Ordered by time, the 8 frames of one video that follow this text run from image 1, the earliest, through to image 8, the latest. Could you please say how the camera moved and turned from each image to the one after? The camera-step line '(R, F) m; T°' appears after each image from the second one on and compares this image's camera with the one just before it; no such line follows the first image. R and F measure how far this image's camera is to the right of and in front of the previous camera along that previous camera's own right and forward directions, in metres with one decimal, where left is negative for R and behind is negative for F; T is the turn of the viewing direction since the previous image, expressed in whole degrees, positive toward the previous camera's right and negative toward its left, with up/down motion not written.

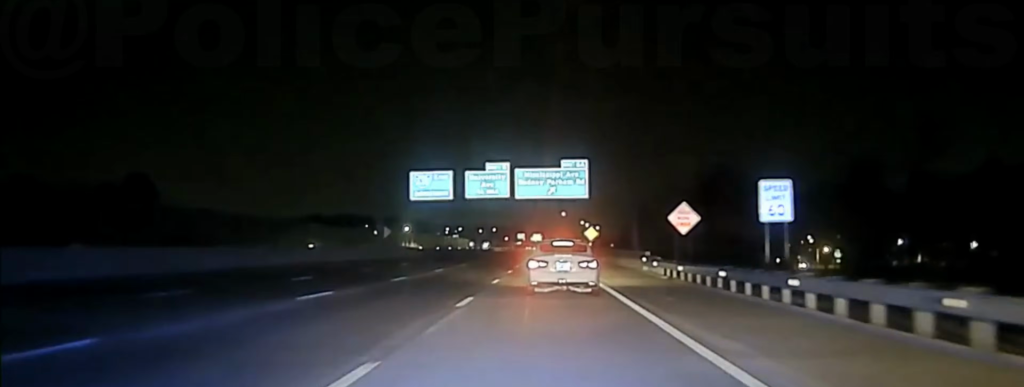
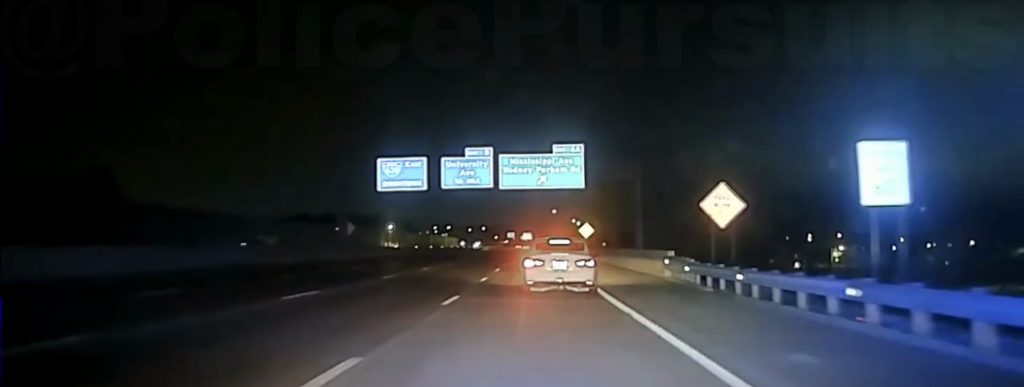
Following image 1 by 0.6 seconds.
(0.0, +11.6) m; +1°
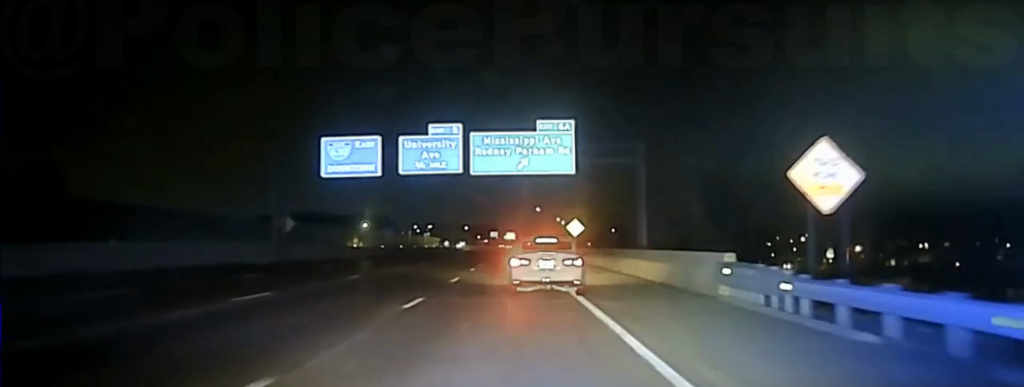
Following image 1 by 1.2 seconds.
(+0.3, +12.9) m; +1°
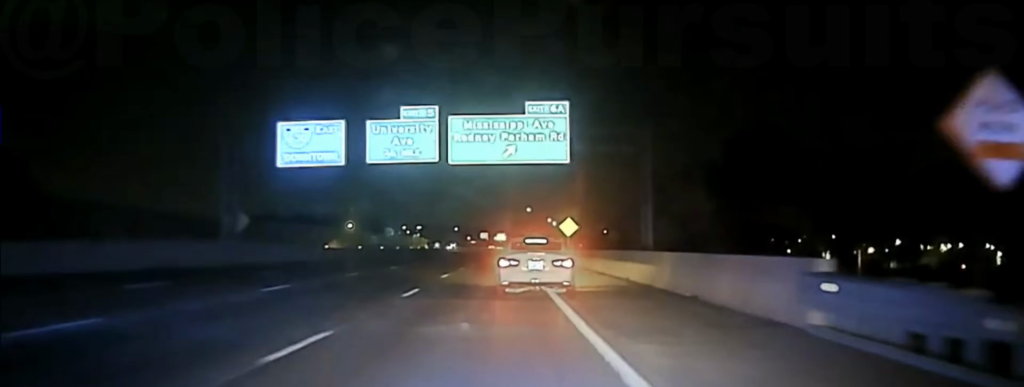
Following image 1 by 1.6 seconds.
(0.0, +7.9) m; 0°
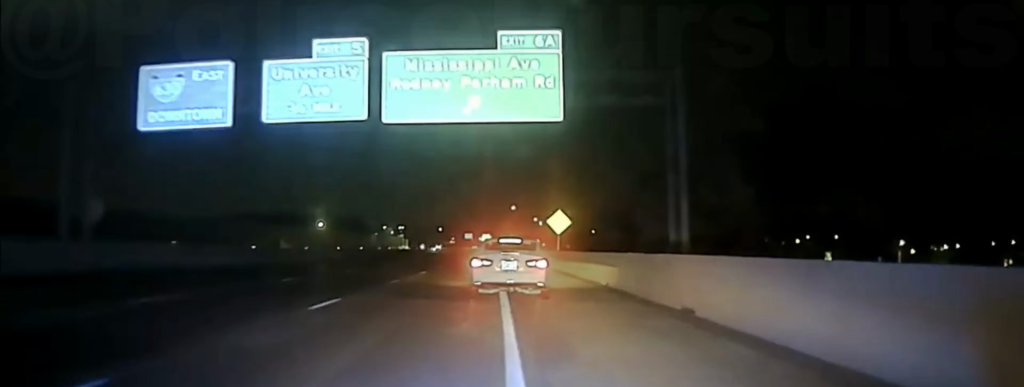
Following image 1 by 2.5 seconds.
(-0.2, +17.3) m; -1°
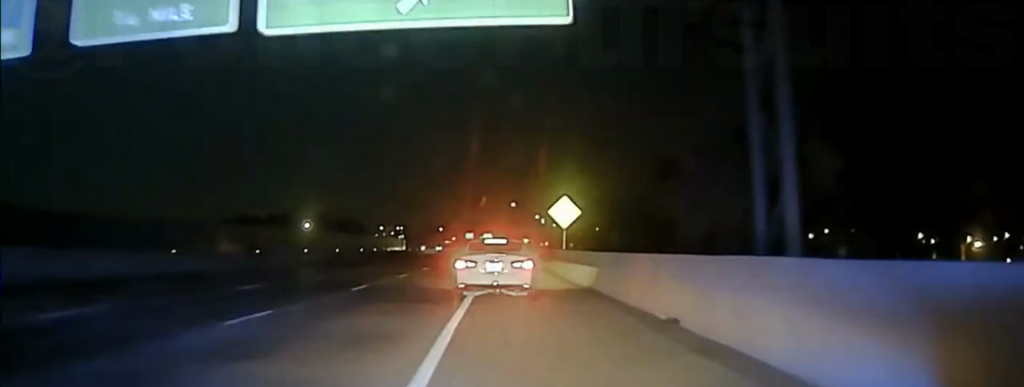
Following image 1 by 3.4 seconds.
(0.0, +15.3) m; 0°
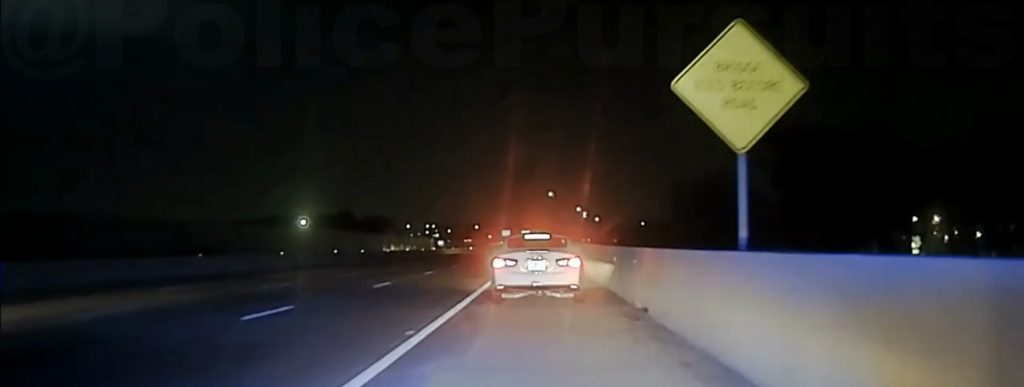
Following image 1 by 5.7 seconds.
(-0.5, +31.9) m; -2°
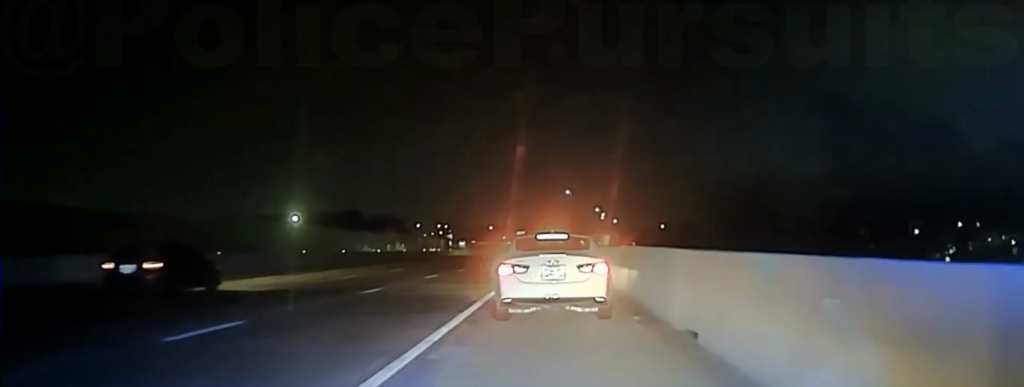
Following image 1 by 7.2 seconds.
(0.0, +12.3) m; -1°
